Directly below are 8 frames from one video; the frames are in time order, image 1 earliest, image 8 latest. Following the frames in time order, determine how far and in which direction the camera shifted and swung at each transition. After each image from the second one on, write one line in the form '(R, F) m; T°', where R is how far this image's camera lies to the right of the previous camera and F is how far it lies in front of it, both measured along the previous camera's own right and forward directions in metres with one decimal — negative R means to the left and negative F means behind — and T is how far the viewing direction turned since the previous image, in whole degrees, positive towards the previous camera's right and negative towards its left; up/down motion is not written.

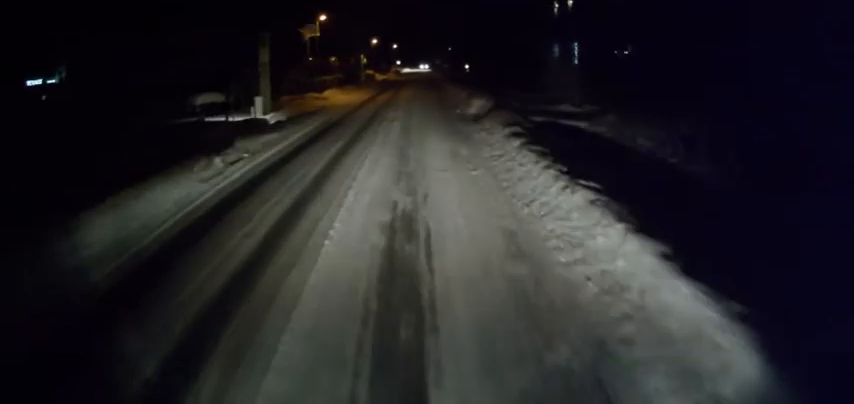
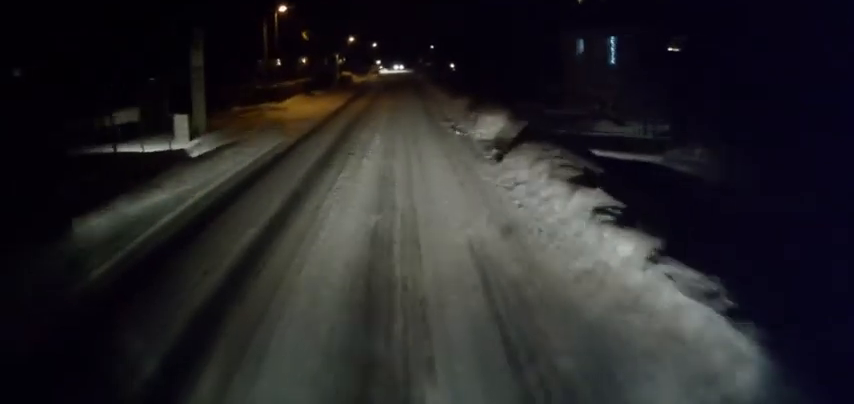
(+0.2, +7.3) m; +3°
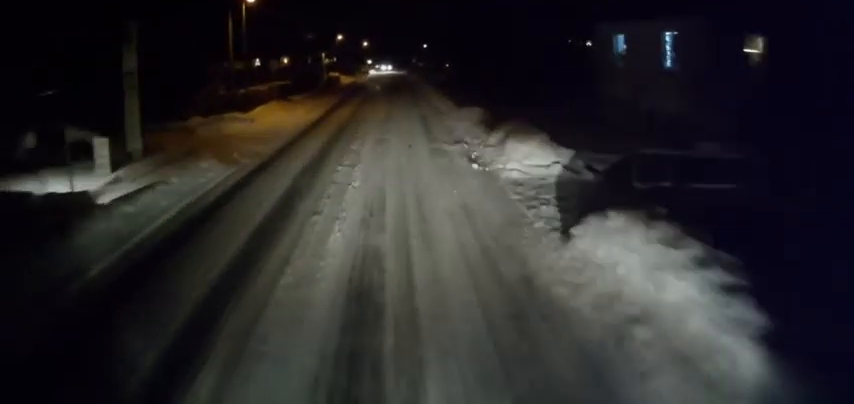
(0.0, +5.1) m; +2°
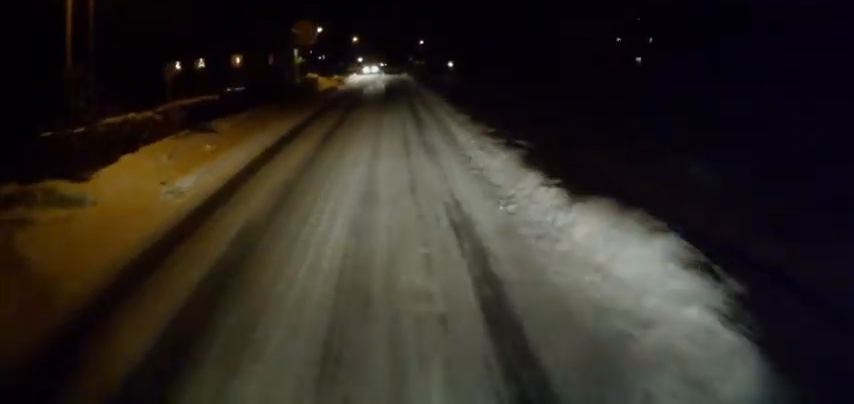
(+0.7, +13.7) m; +3°
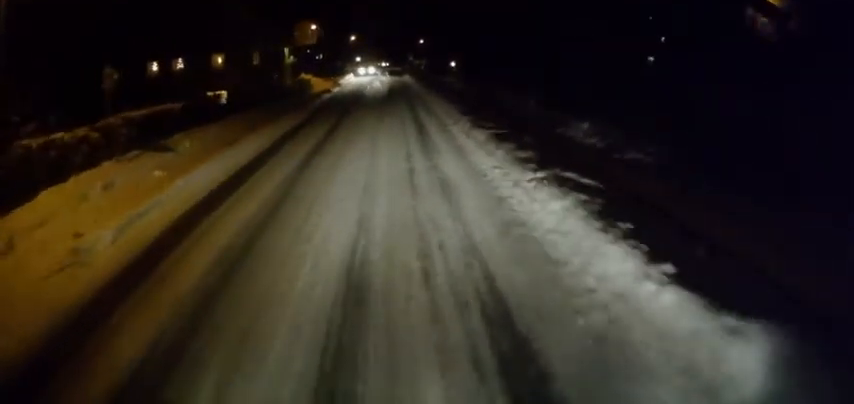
(0.0, +3.8) m; 0°
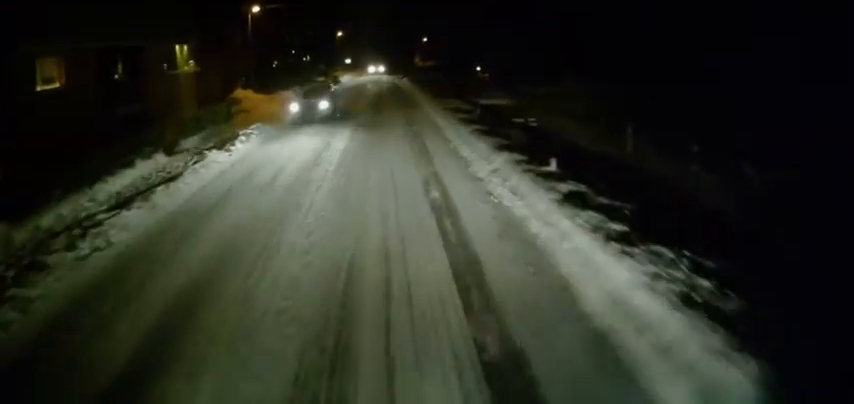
(+0.1, +22.5) m; +1°
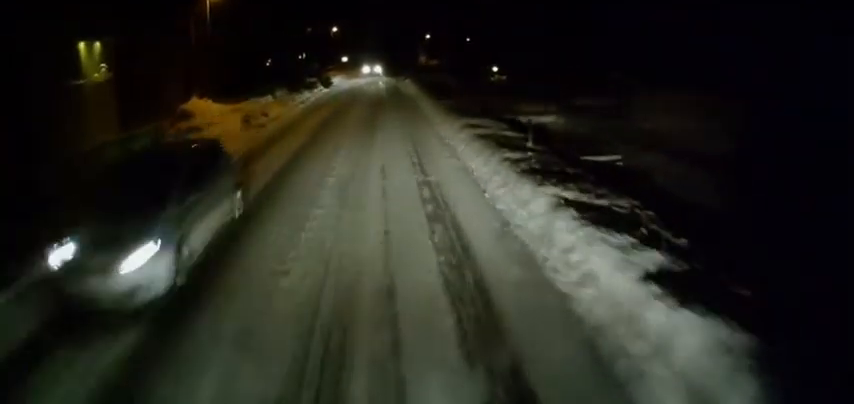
(0.0, +7.5) m; +1°
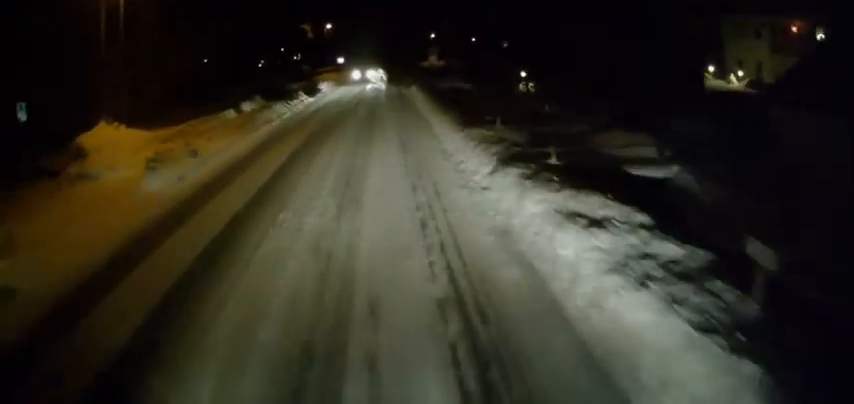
(+0.2, +8.7) m; 0°
